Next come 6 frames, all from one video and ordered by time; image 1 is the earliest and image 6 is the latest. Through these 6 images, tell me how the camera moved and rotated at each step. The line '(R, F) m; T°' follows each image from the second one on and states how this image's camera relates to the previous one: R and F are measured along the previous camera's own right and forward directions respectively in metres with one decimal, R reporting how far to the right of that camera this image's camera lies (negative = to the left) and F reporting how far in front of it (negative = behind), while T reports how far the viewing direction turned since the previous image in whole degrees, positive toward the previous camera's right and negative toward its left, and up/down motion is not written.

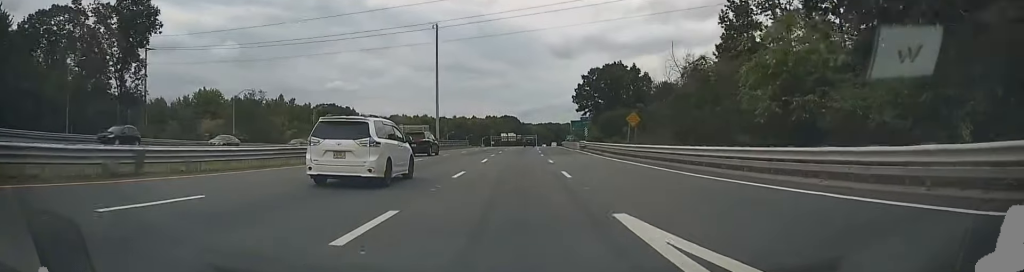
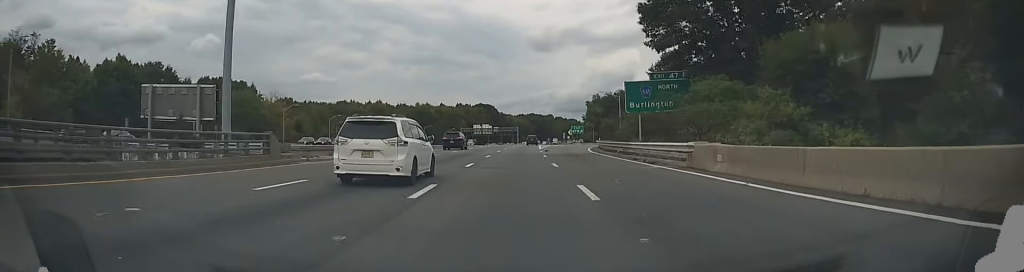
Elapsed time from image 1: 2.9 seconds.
(+1.3, +78.4) m; +3°
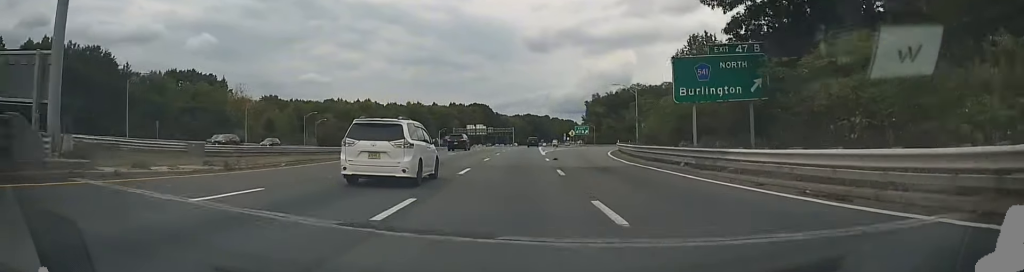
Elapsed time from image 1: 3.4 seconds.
(-0.1, +14.8) m; 0°
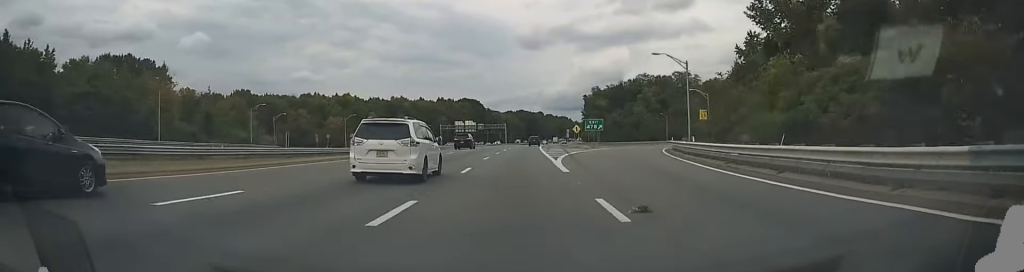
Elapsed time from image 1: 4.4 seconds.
(+0.1, +25.2) m; +1°
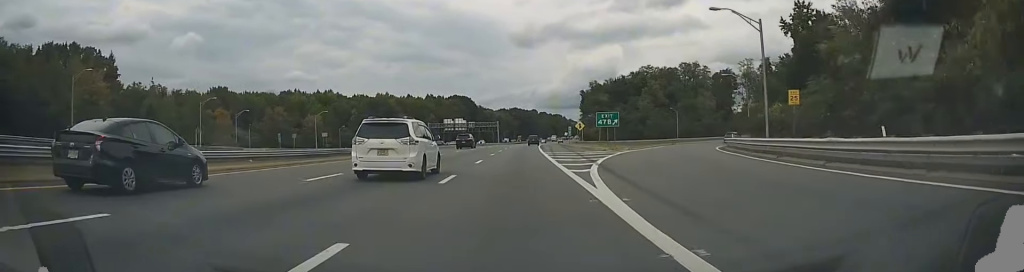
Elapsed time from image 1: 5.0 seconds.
(+0.1, +17.5) m; +1°
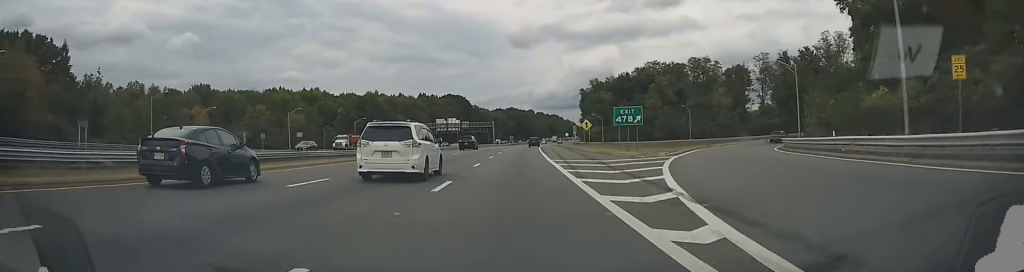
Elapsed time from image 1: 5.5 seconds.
(0.0, +13.5) m; 0°
